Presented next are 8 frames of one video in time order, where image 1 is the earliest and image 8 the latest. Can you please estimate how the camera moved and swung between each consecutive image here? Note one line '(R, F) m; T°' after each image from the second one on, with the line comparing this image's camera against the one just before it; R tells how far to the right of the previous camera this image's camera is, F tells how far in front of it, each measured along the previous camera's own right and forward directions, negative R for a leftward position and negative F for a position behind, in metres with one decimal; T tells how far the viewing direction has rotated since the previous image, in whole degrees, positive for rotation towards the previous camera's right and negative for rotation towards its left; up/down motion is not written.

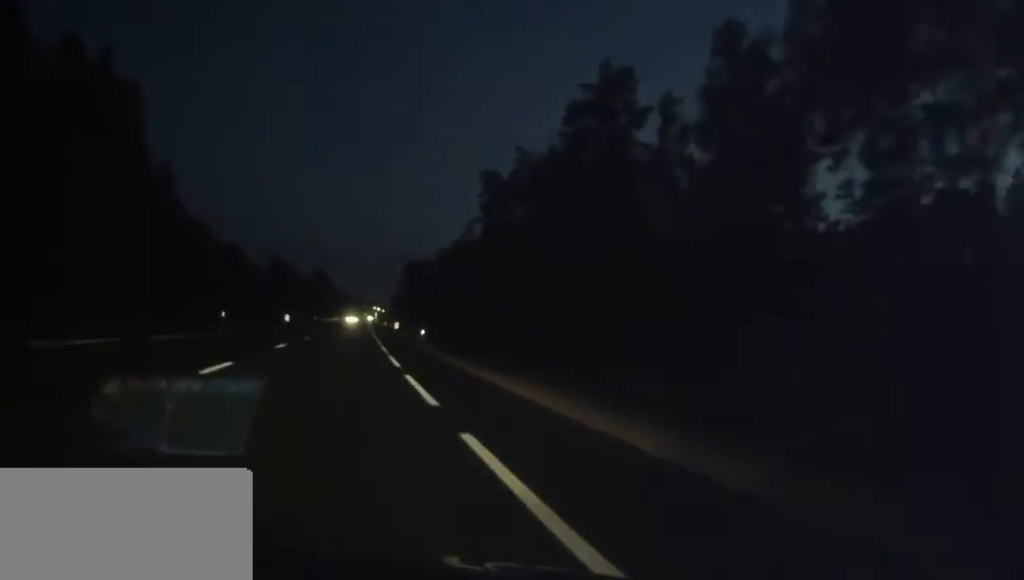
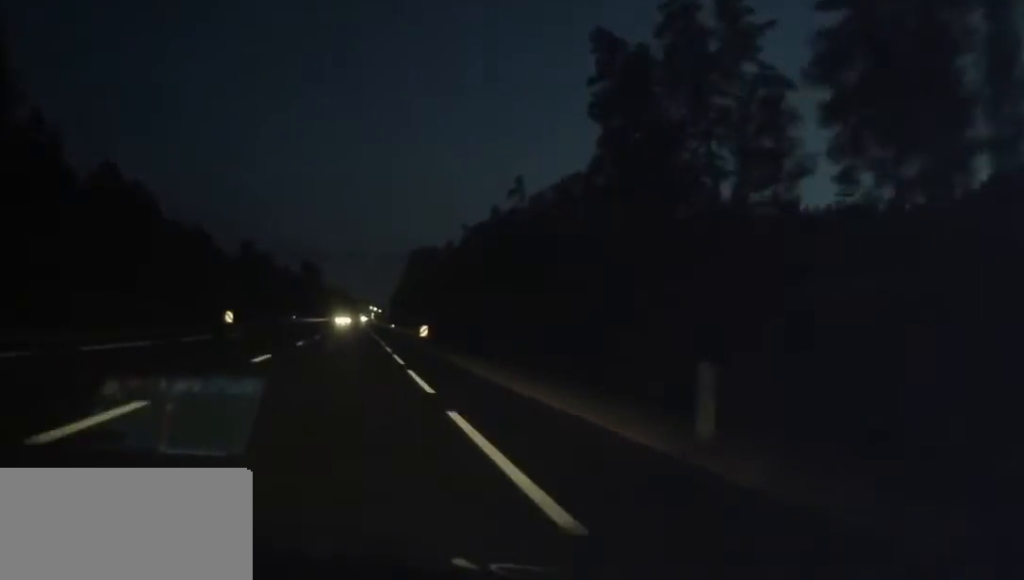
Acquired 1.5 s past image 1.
(+0.7, +43.0) m; +1°
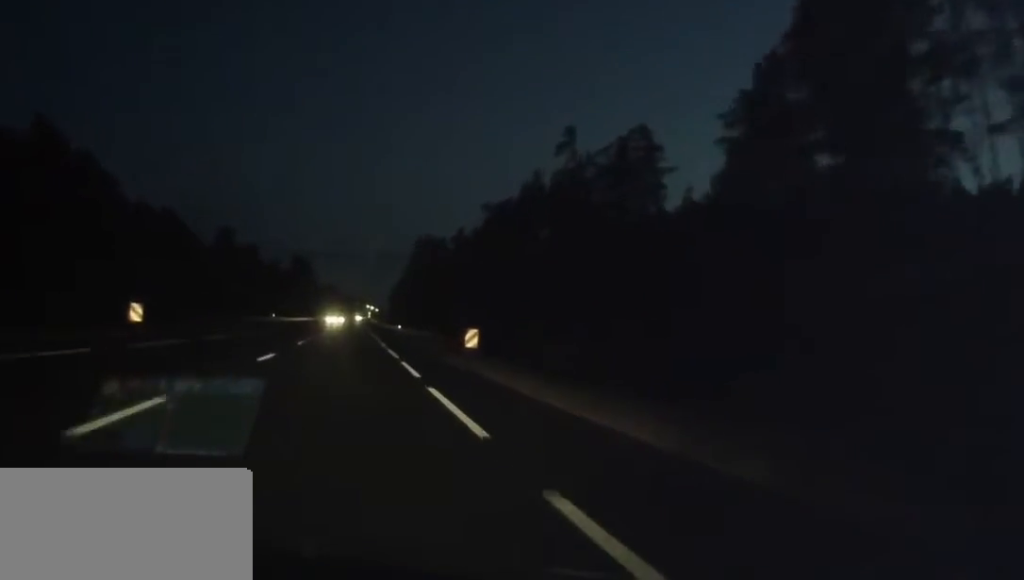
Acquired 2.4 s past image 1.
(+0.1, +23.5) m; 0°
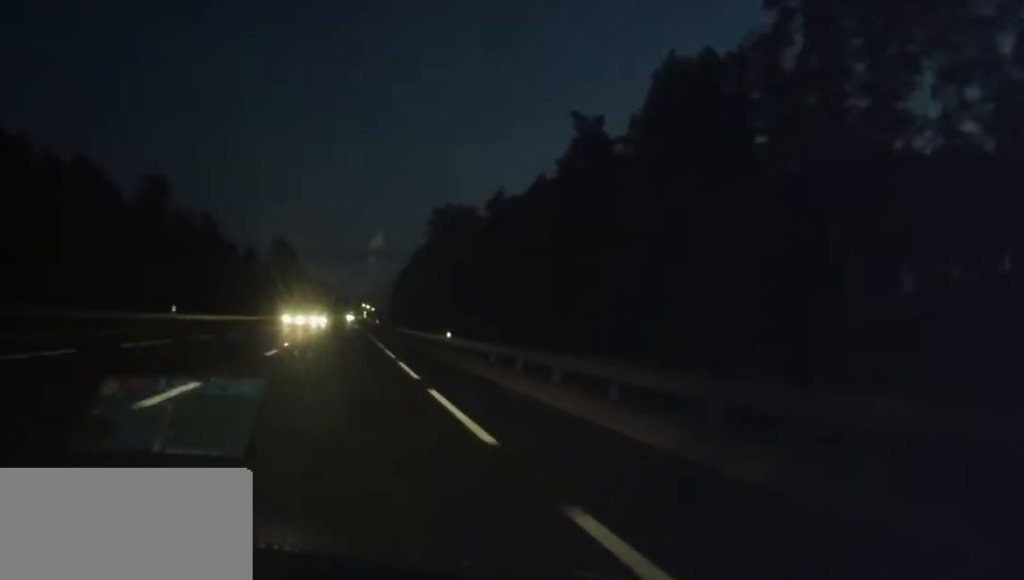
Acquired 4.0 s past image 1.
(+0.3, +46.2) m; +1°
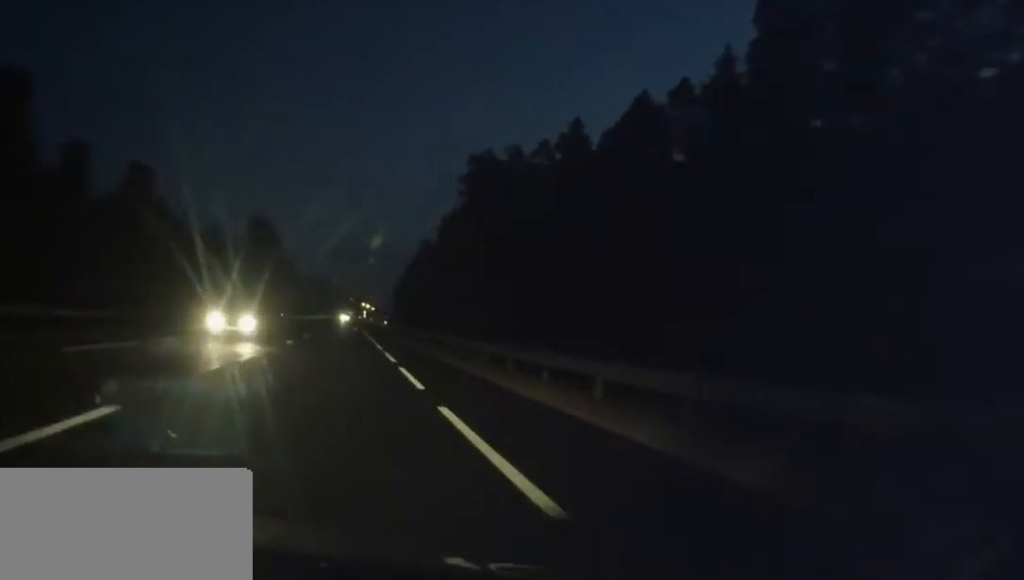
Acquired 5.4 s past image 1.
(-0.3, +39.6) m; -1°
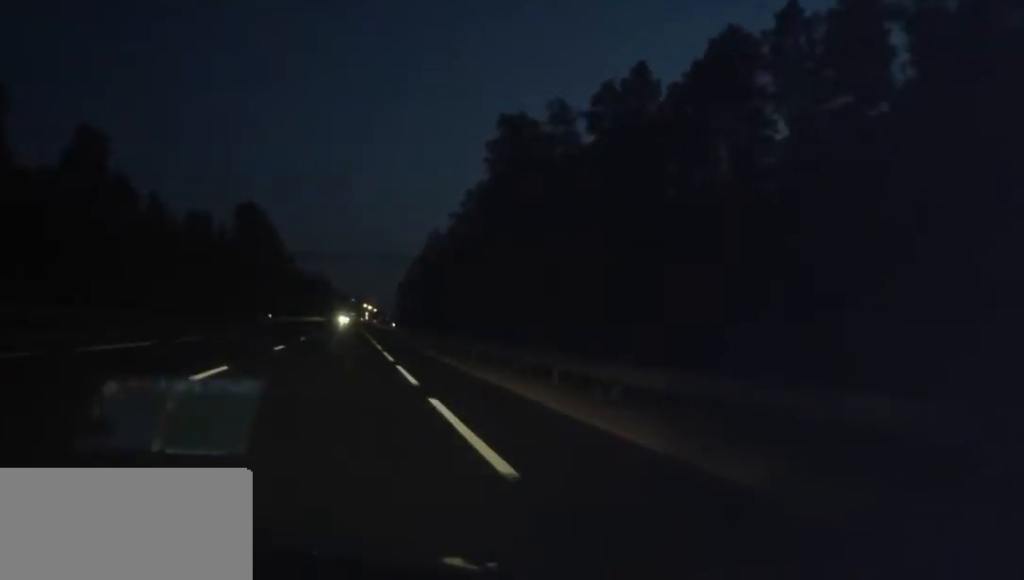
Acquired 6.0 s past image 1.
(0.0, +16.9) m; +1°
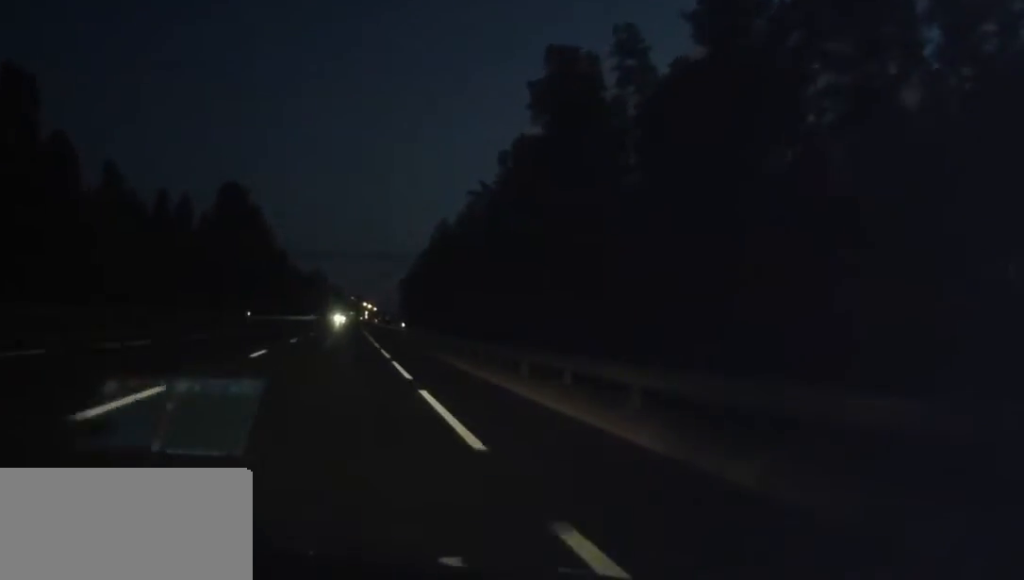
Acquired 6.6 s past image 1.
(+0.1, +17.0) m; 0°
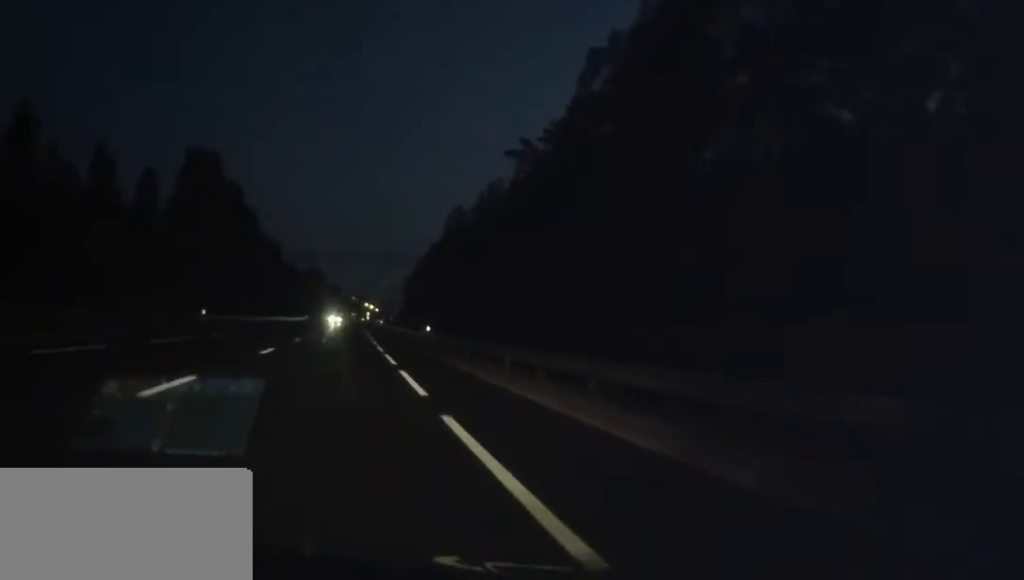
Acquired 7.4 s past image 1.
(+0.2, +21.7) m; 0°
